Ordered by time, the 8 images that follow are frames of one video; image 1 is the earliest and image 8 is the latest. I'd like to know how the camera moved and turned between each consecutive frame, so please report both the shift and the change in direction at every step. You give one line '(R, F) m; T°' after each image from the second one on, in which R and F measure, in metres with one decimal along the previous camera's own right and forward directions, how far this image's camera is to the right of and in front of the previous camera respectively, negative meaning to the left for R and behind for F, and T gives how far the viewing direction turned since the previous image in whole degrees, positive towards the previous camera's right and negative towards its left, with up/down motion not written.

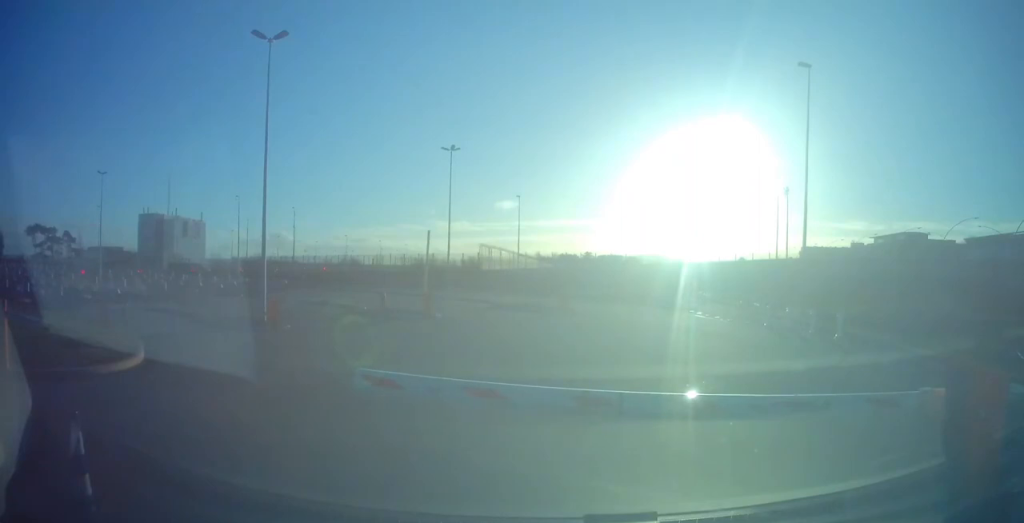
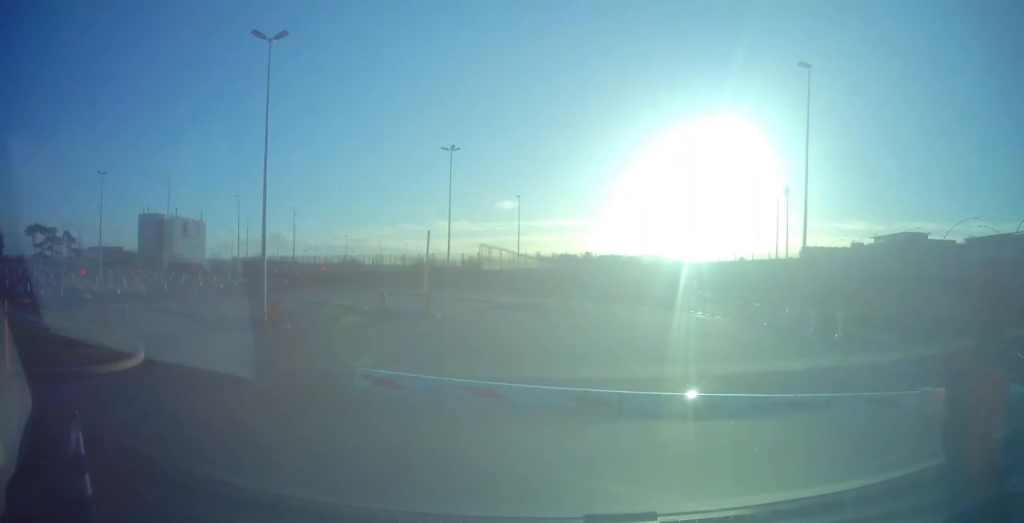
(0.0, 0.0) m; 0°
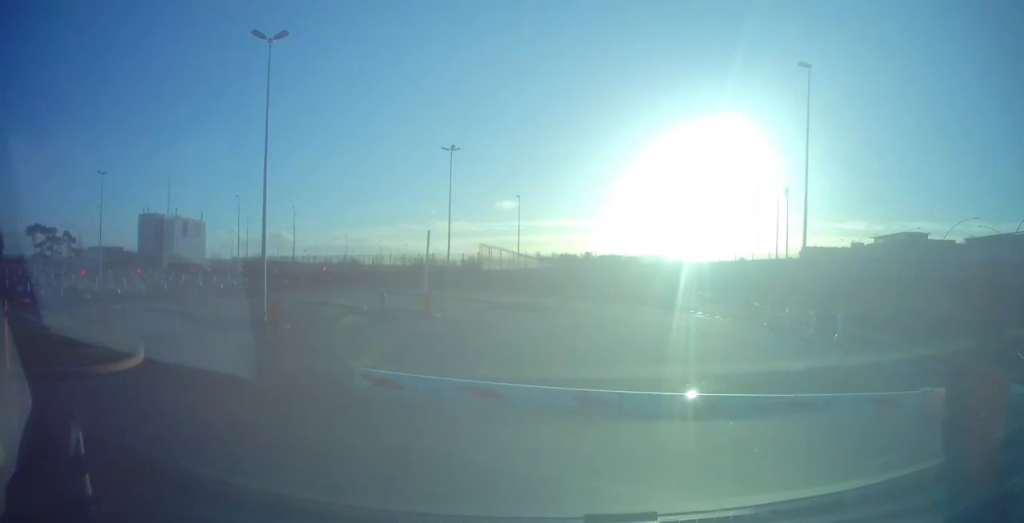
(0.0, 0.0) m; 0°
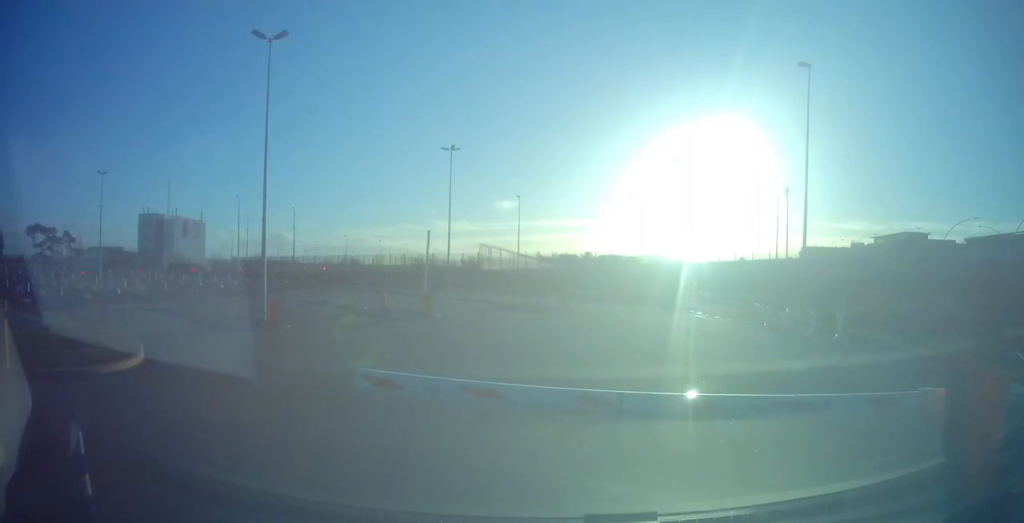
(0.0, 0.0) m; 0°
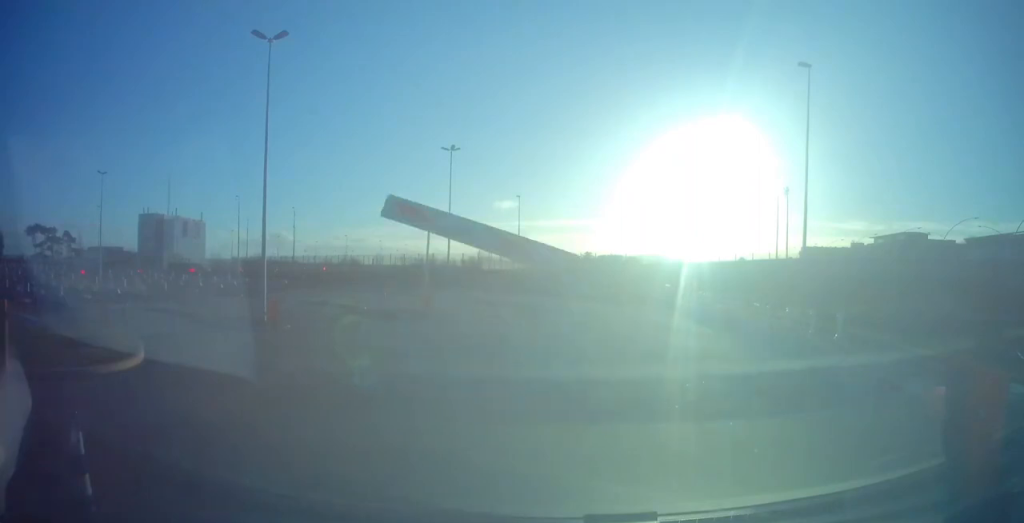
(0.0, 0.0) m; 0°
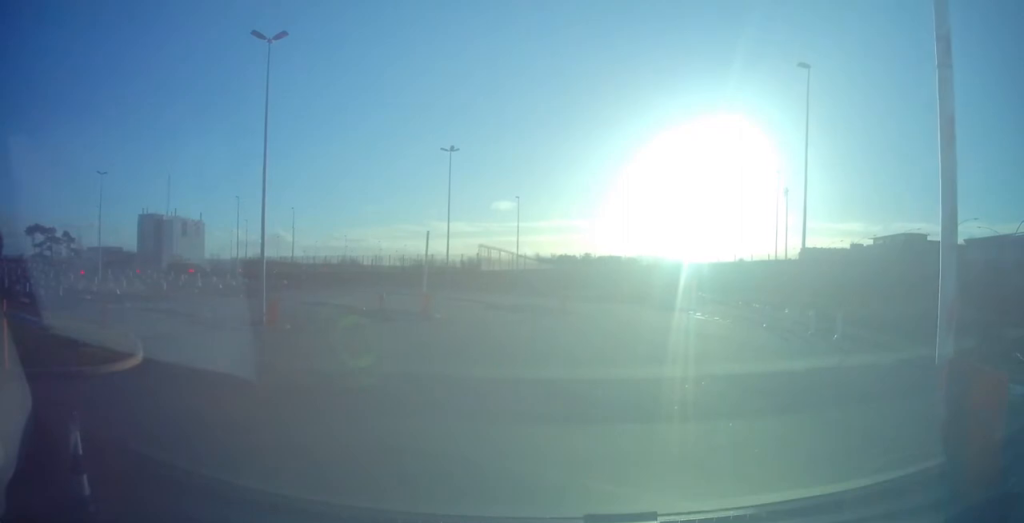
(0.0, 0.0) m; 0°
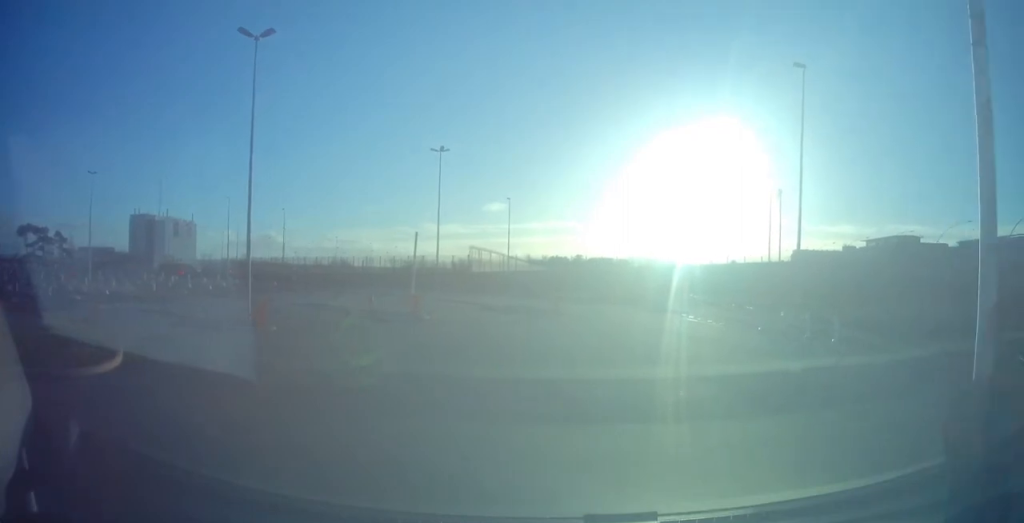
(0.0, +0.1) m; 0°
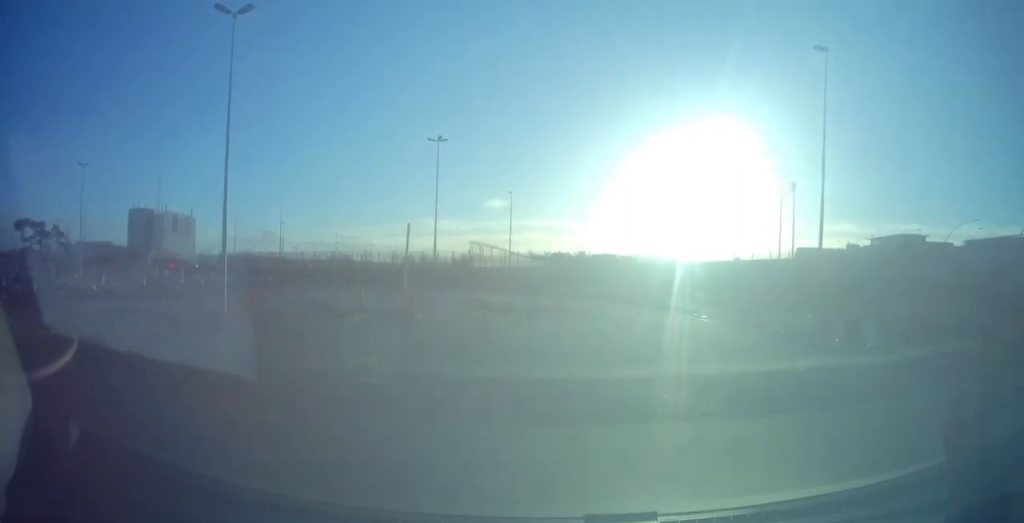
(-0.2, +1.1) m; -1°
